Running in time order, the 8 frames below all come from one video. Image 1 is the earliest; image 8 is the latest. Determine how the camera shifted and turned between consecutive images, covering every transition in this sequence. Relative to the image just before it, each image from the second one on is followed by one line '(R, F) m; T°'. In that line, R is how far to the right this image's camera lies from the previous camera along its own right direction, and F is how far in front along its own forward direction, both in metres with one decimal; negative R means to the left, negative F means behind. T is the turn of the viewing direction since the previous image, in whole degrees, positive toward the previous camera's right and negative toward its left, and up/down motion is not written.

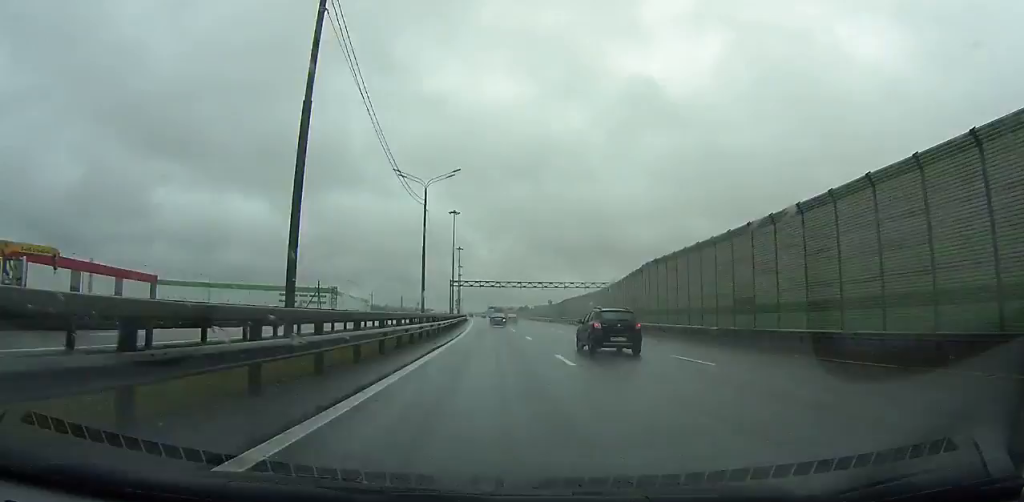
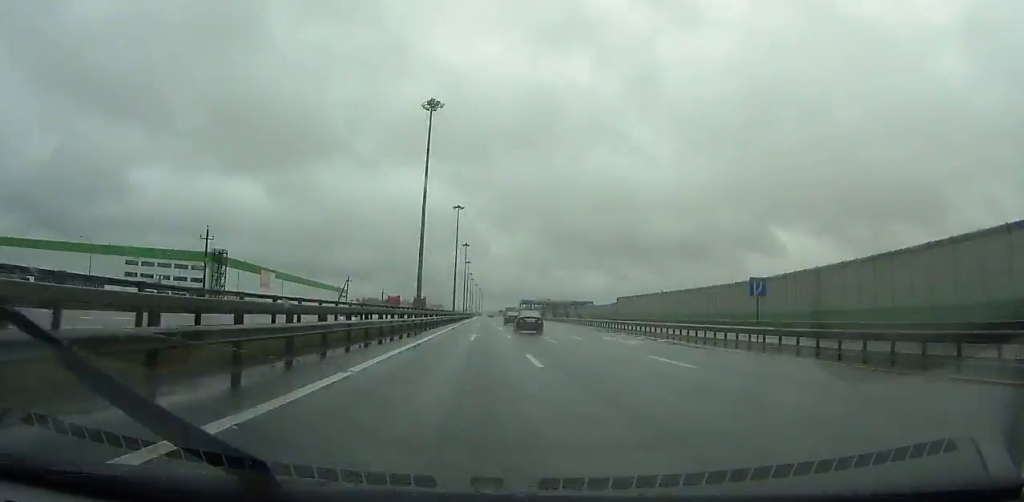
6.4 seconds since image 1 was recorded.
(-4.0, +176.4) m; -2°
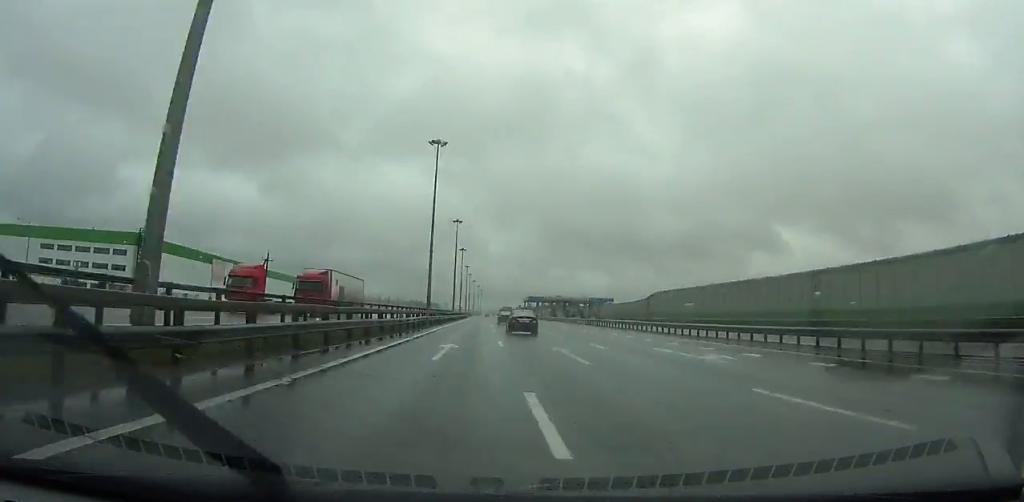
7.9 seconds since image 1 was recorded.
(-0.2, +40.8) m; 0°
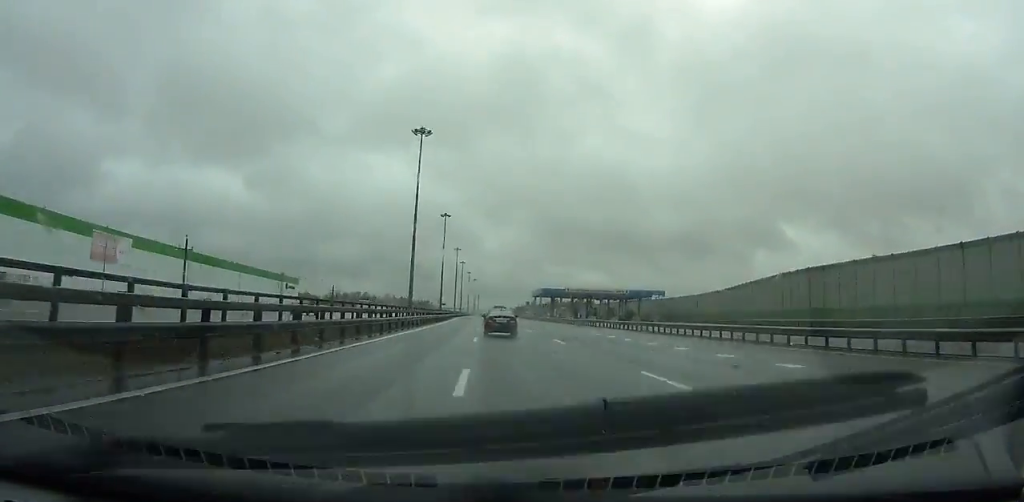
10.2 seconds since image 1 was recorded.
(-0.2, +61.5) m; 0°
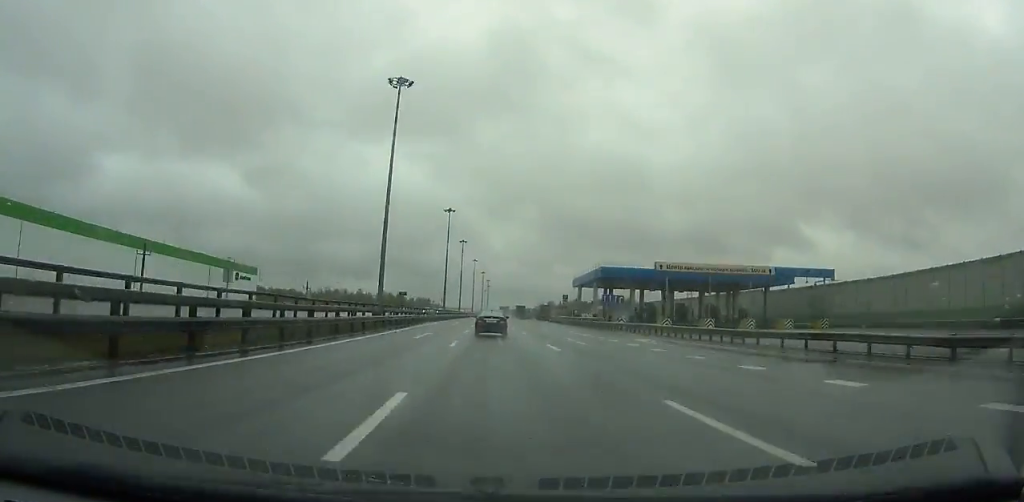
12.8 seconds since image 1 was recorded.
(-0.1, +68.6) m; 0°
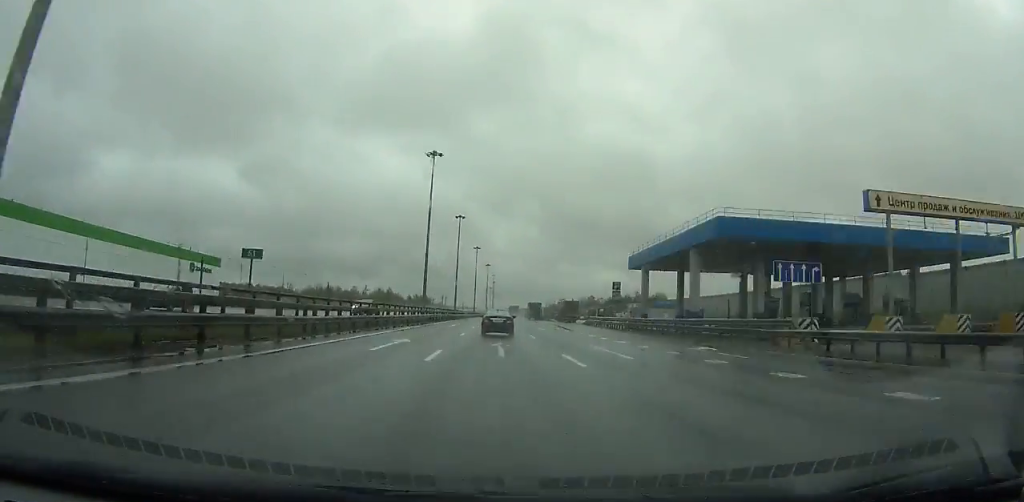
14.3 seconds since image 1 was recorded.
(+0.2, +39.2) m; 0°
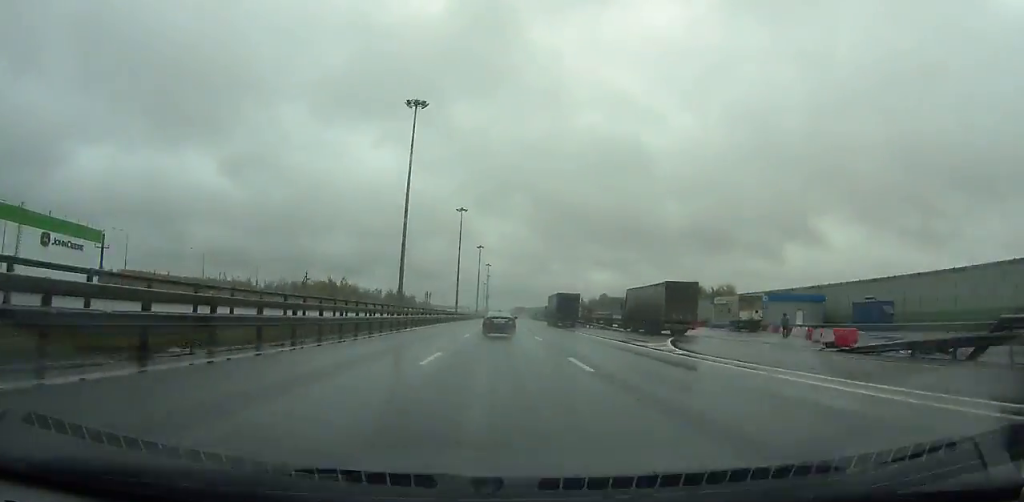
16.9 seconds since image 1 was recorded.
(-0.5, +67.4) m; 0°
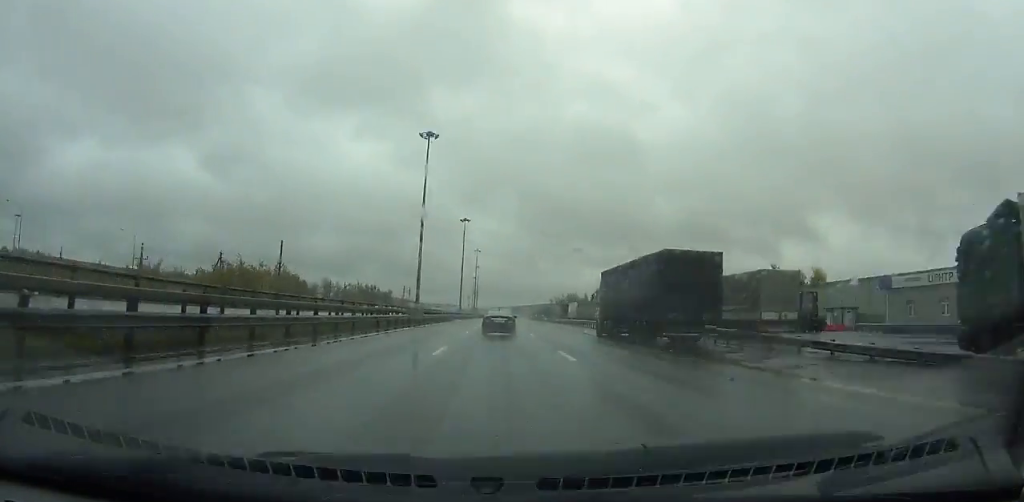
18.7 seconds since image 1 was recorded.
(+0.1, +46.5) m; 0°
